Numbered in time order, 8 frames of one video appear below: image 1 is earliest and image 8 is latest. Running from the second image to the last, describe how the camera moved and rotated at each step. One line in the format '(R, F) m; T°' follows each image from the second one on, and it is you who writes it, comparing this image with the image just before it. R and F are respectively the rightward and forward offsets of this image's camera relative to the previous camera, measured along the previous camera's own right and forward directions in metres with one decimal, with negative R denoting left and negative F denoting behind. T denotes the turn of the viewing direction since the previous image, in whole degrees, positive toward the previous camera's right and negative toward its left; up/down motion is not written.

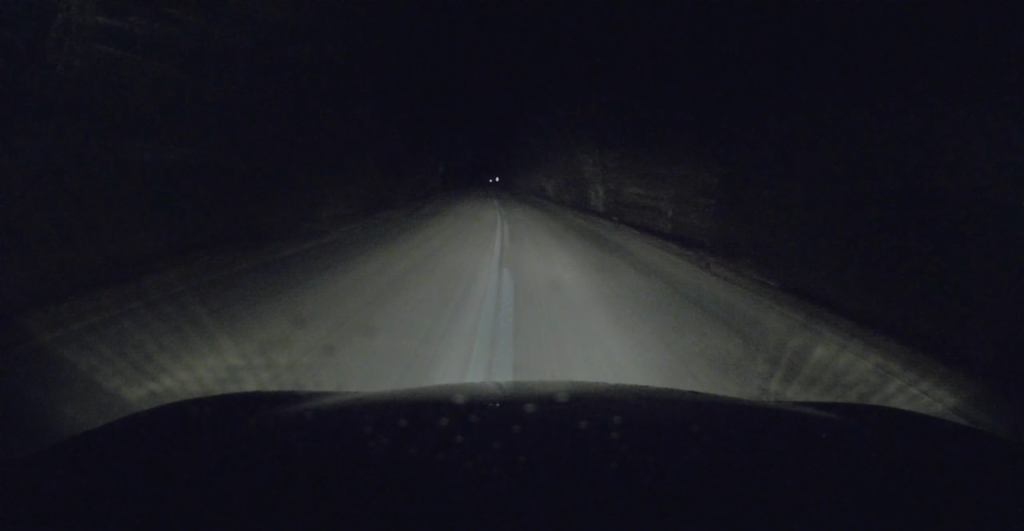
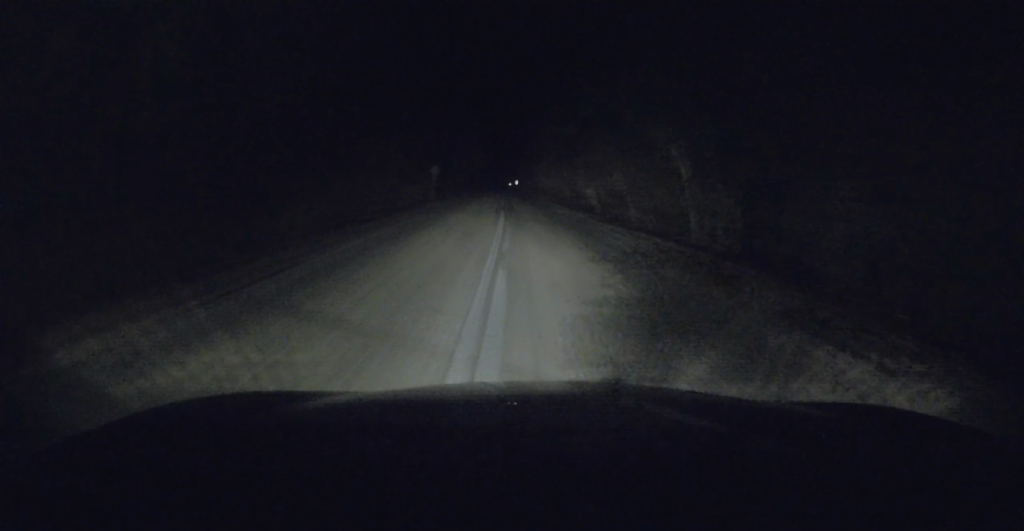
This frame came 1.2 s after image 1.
(0.0, +18.4) m; +2°
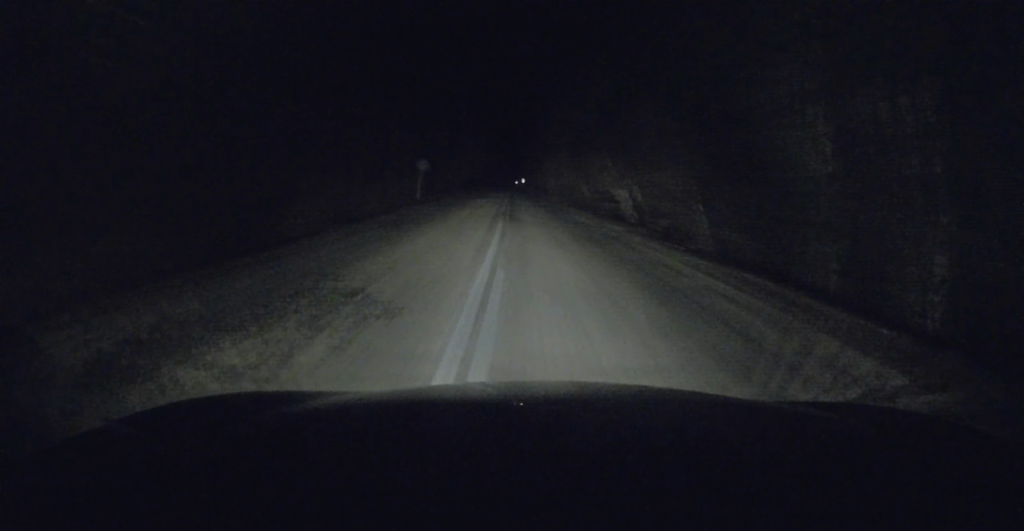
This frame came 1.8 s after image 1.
(+0.2, +8.8) m; +1°
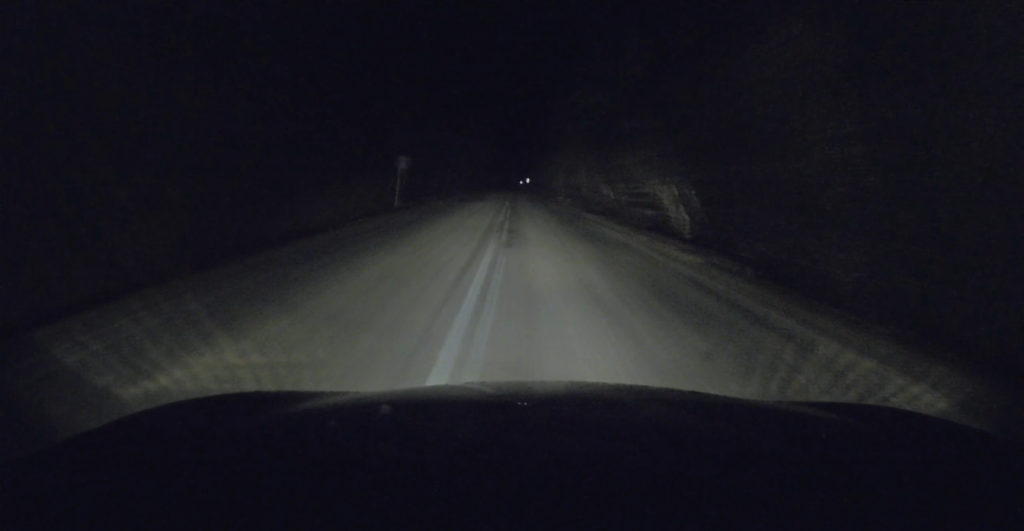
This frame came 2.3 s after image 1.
(+0.2, +7.8) m; 0°
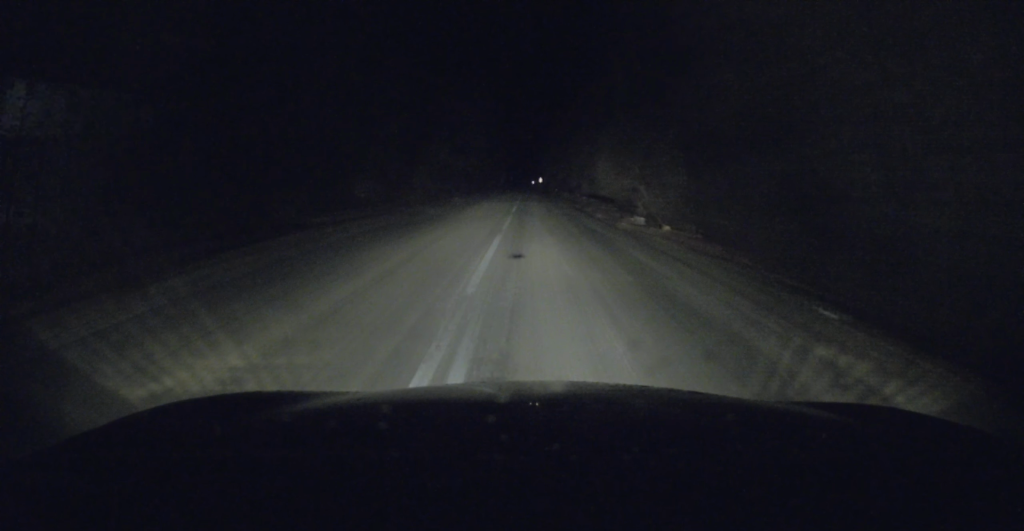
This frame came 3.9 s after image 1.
(-0.9, +26.2) m; -4°
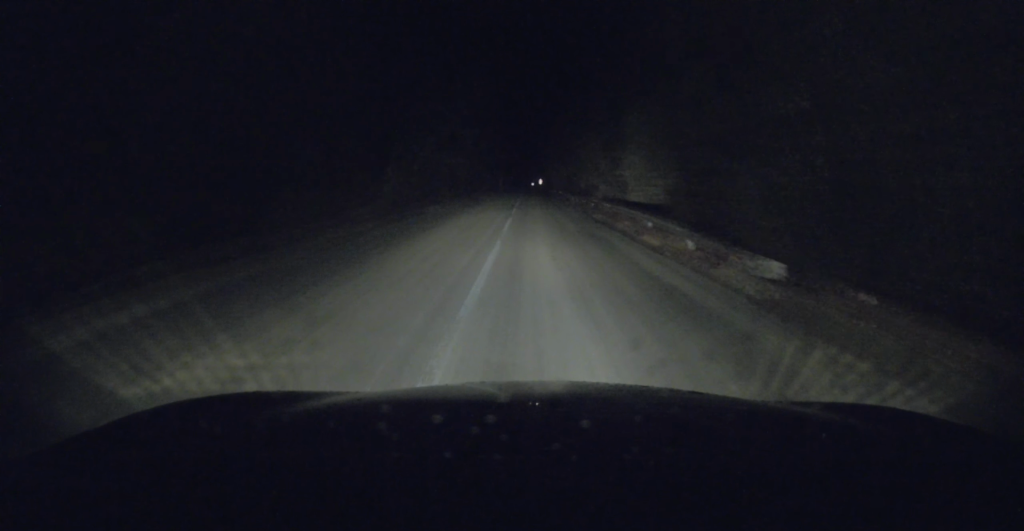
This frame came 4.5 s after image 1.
(-0.1, +9.6) m; -1°
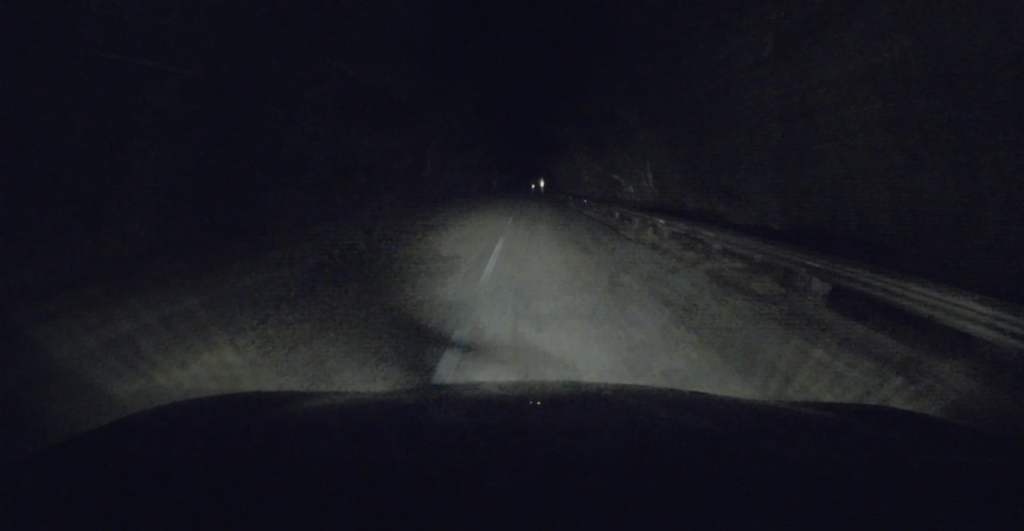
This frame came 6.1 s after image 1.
(-0.2, +24.4) m; 0°
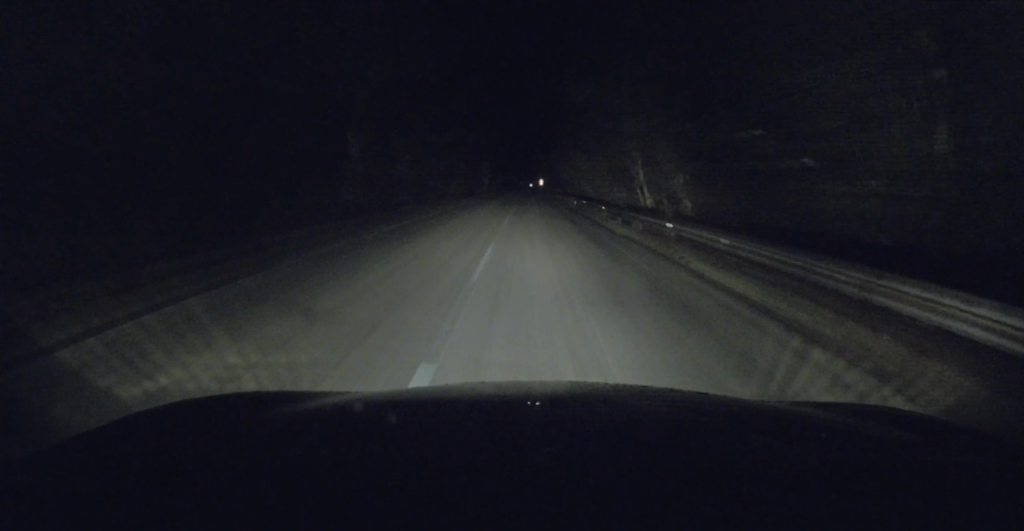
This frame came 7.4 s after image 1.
(+0.3, +19.8) m; 0°
